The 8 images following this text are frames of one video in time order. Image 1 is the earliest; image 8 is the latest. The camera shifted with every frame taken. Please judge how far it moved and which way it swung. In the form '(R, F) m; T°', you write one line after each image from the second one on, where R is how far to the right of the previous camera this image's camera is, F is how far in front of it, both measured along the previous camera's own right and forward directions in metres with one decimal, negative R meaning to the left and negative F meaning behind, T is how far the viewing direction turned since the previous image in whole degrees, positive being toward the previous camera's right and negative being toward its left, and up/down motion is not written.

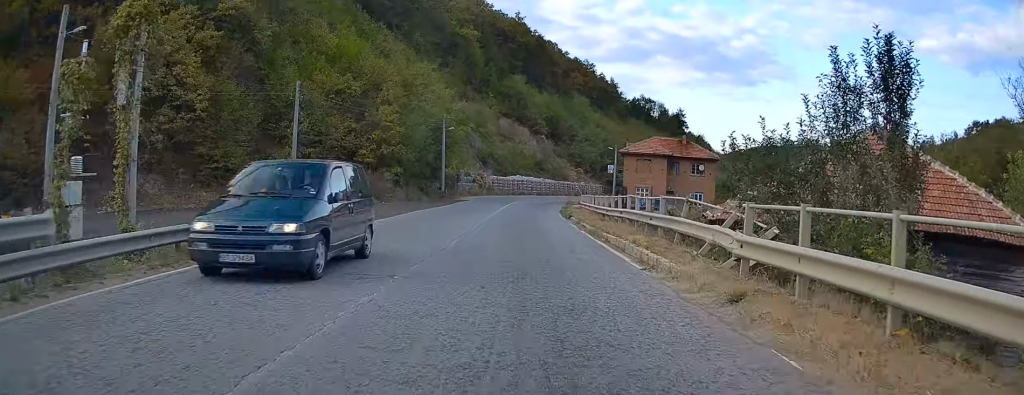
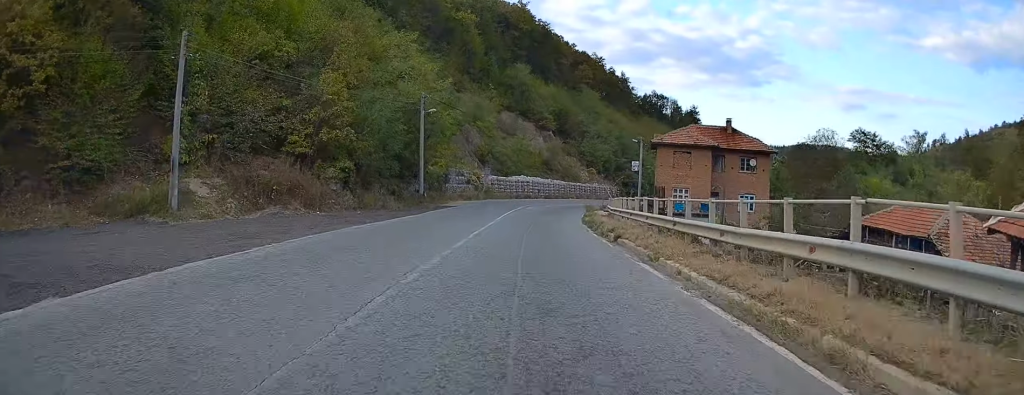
(+0.1, +15.4) m; 0°
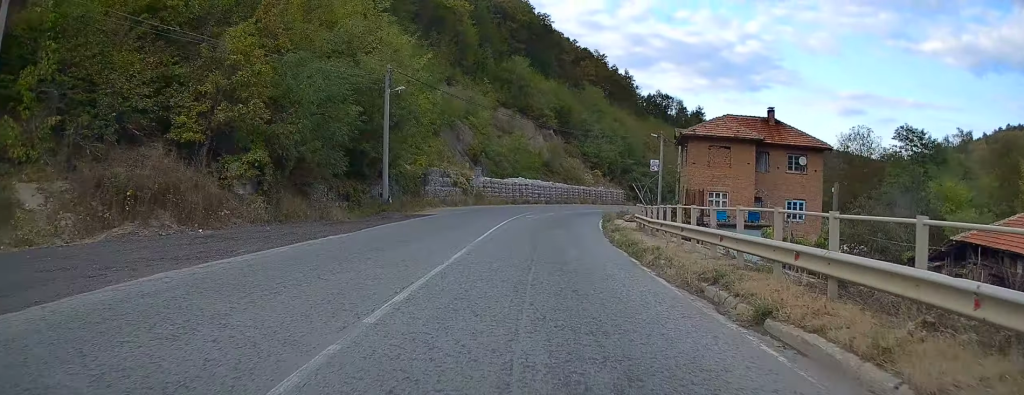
(-0.1, +11.3) m; 0°
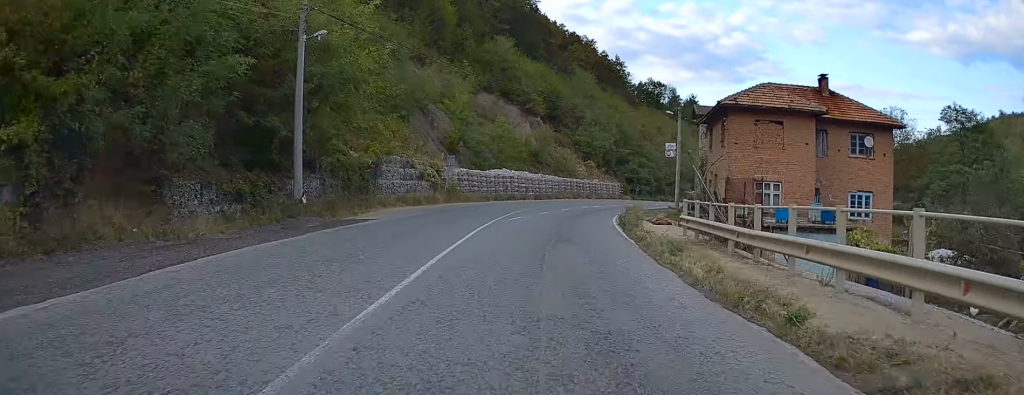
(+0.2, +11.7) m; 0°
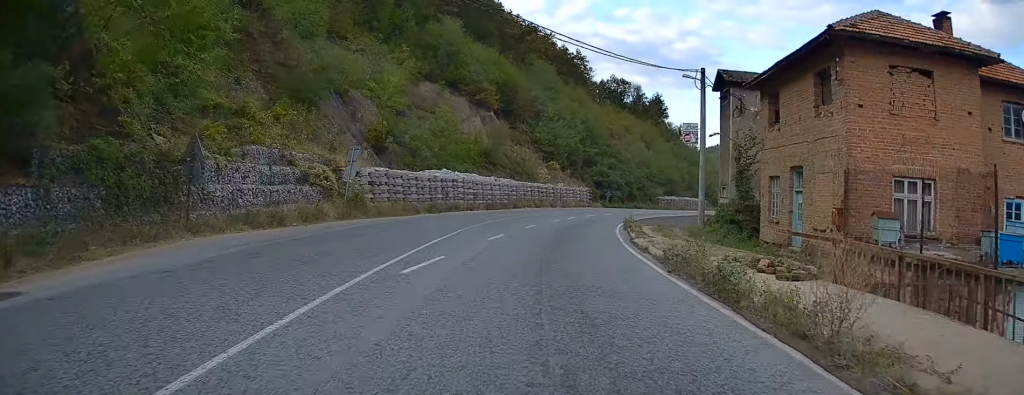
(0.0, +16.5) m; +2°
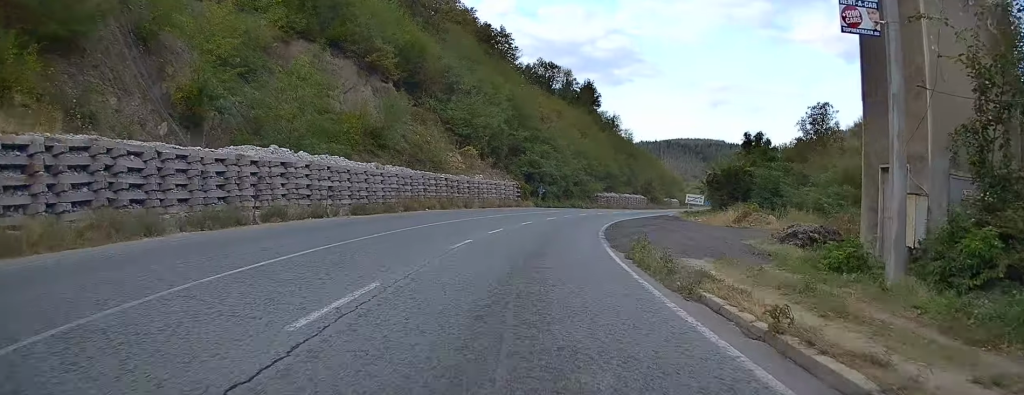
(+0.8, +21.0) m; +6°
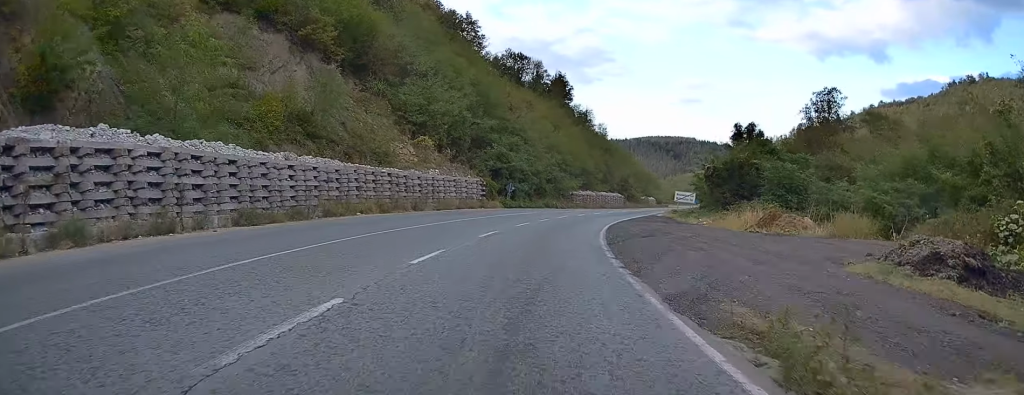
(+0.5, +10.3) m; +3°
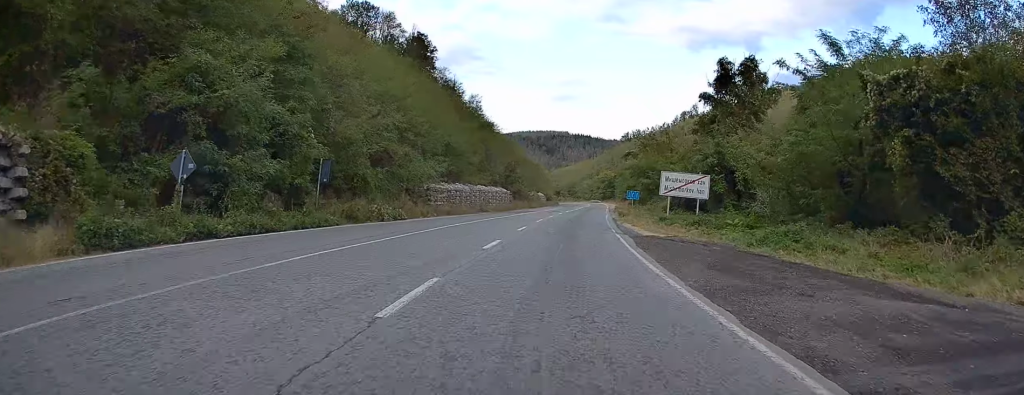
(+4.0, +42.8) m; +12°
